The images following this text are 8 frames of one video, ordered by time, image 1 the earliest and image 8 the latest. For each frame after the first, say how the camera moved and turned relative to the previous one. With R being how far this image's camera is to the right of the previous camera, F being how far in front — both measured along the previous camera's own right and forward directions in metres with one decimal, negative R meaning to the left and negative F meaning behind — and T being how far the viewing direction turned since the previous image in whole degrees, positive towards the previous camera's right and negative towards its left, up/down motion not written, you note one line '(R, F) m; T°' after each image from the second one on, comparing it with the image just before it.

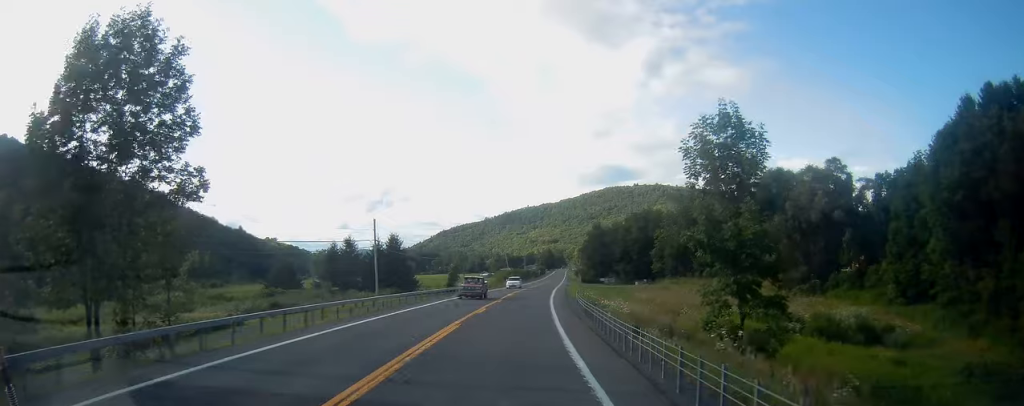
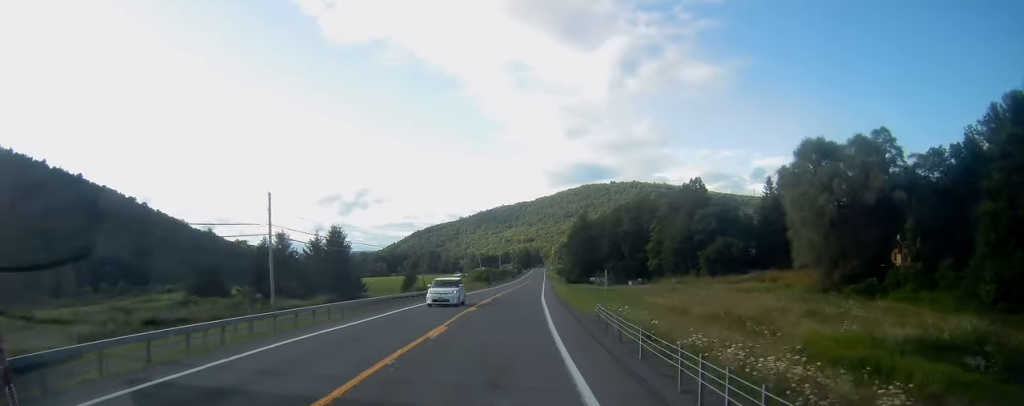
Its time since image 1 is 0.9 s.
(+0.4, +23.7) m; +2°
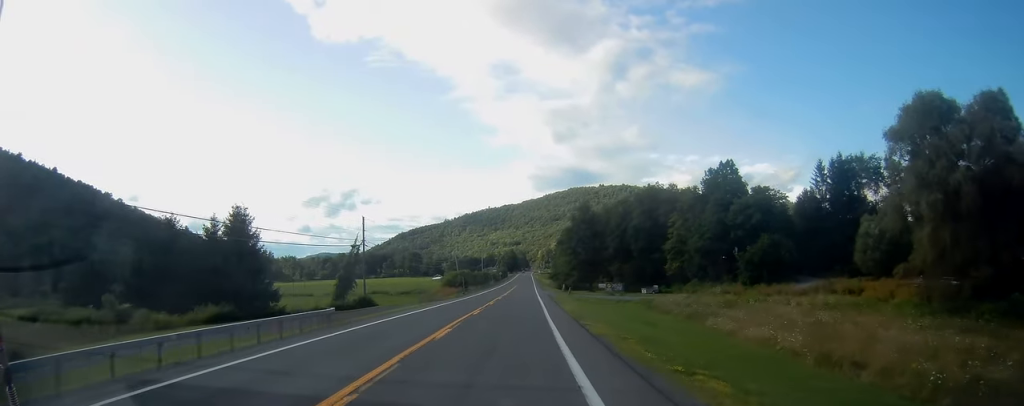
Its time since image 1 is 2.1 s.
(+0.5, +30.5) m; +1°
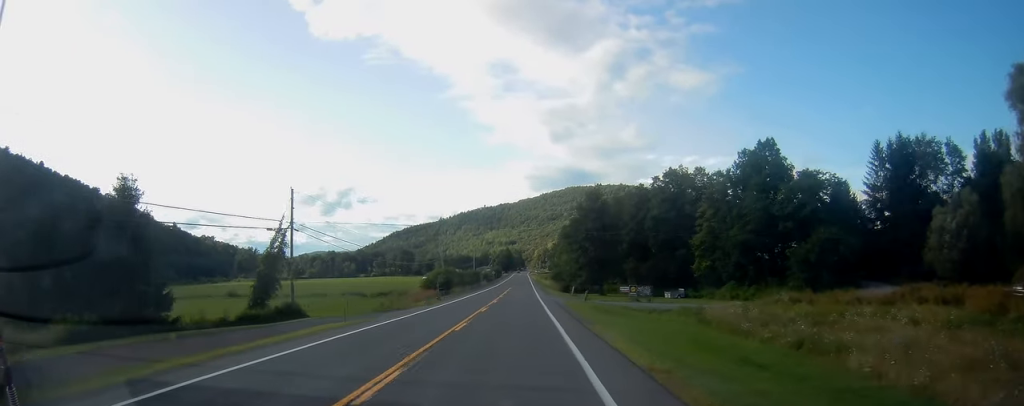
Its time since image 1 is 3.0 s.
(0.0, +21.3) m; 0°
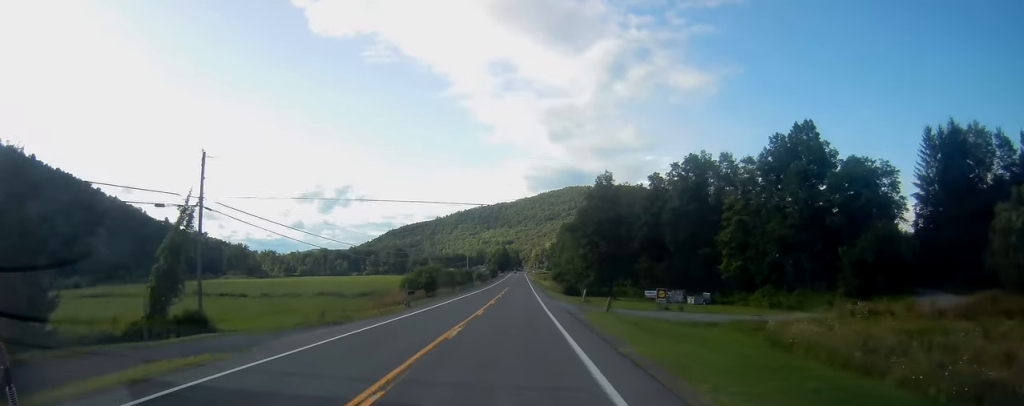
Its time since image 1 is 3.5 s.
(-0.1, +14.6) m; 0°
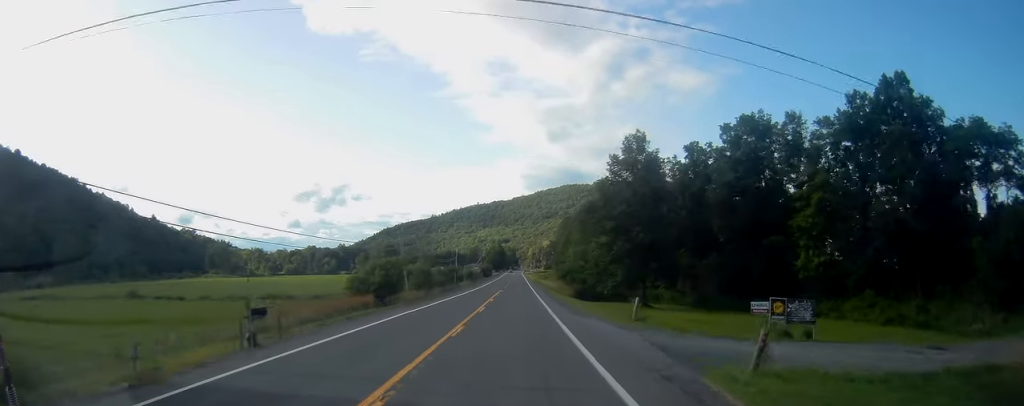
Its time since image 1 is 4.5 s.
(+0.3, +24.6) m; +1°
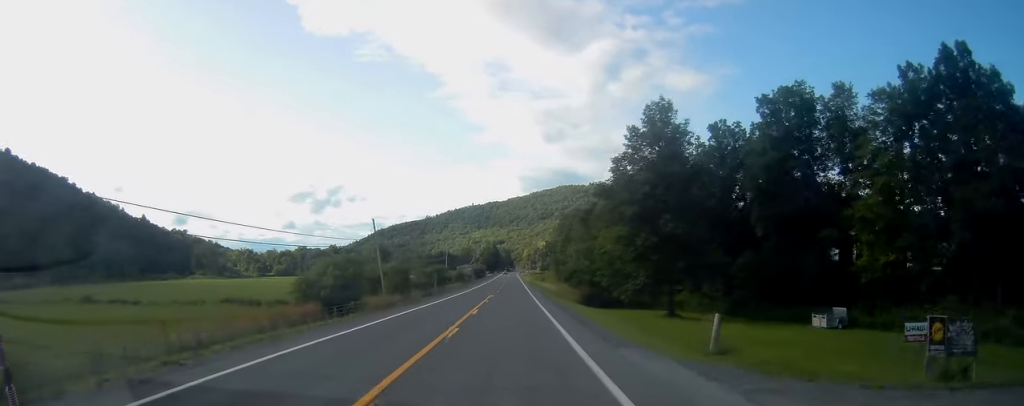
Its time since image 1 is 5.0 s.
(0.0, +12.7) m; 0°
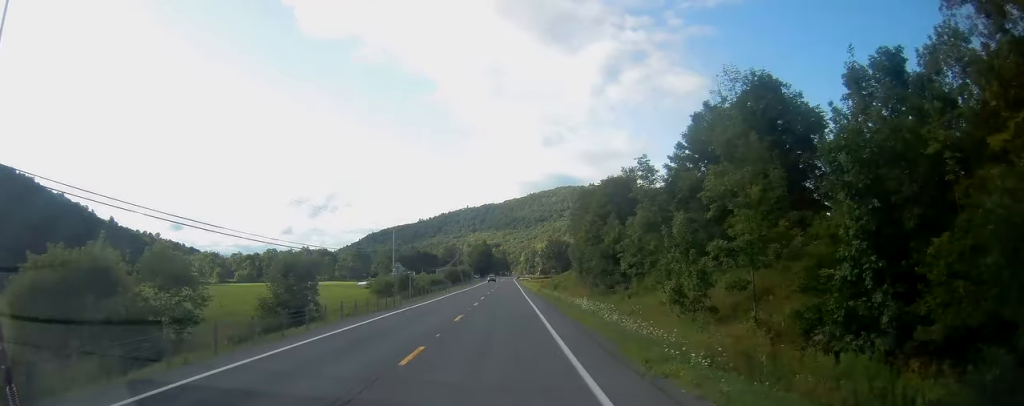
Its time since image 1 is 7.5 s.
(+0.6, +63.1) m; +1°
